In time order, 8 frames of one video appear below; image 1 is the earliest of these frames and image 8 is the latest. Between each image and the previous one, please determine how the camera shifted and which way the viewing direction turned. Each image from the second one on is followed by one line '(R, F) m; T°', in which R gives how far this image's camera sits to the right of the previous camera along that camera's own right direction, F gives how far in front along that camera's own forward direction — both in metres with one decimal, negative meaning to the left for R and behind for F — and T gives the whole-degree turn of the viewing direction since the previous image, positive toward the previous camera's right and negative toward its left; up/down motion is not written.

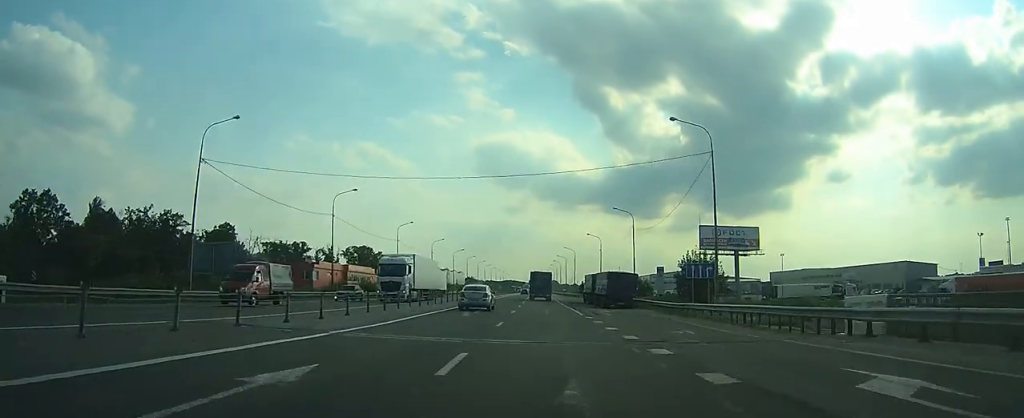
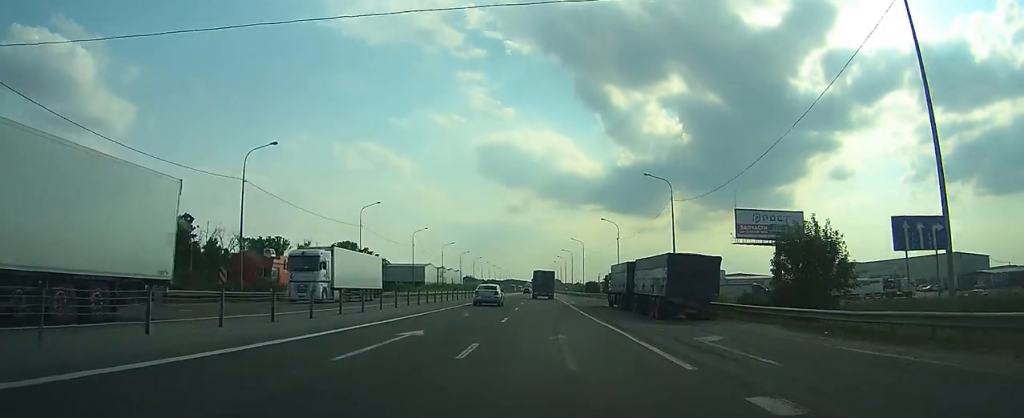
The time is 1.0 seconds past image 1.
(+0.1, +21.8) m; 0°
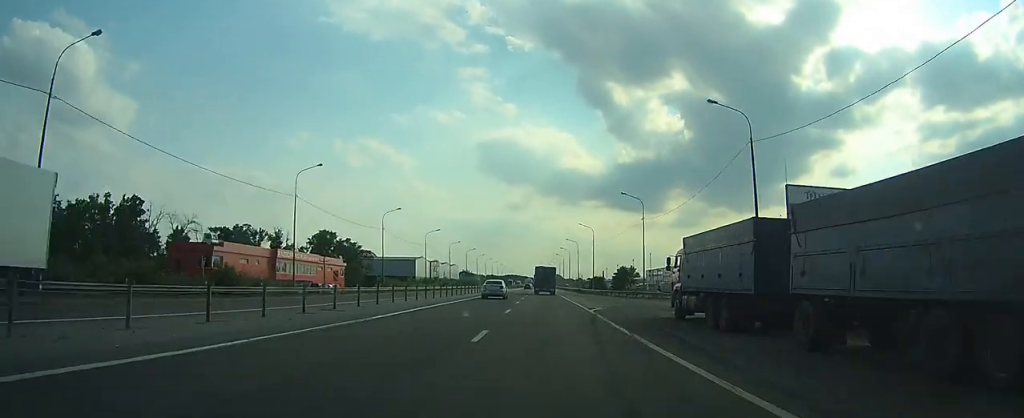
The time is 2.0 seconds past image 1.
(0.0, +21.3) m; 0°
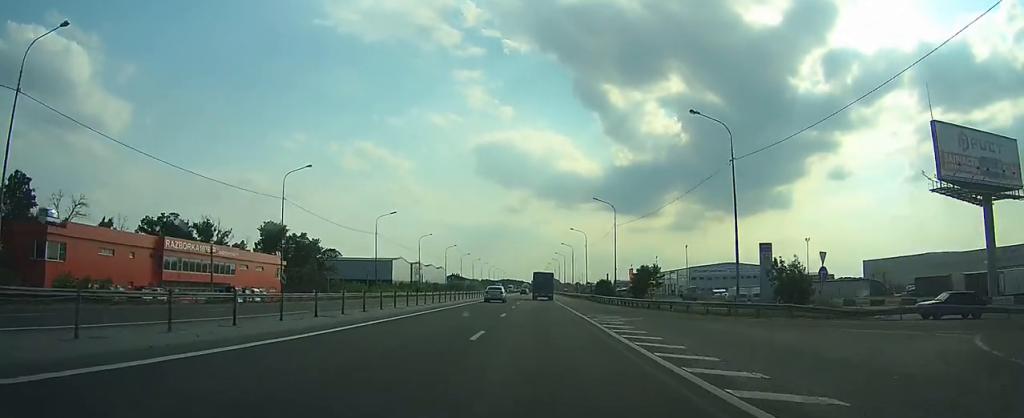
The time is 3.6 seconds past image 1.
(0.0, +33.7) m; 0°
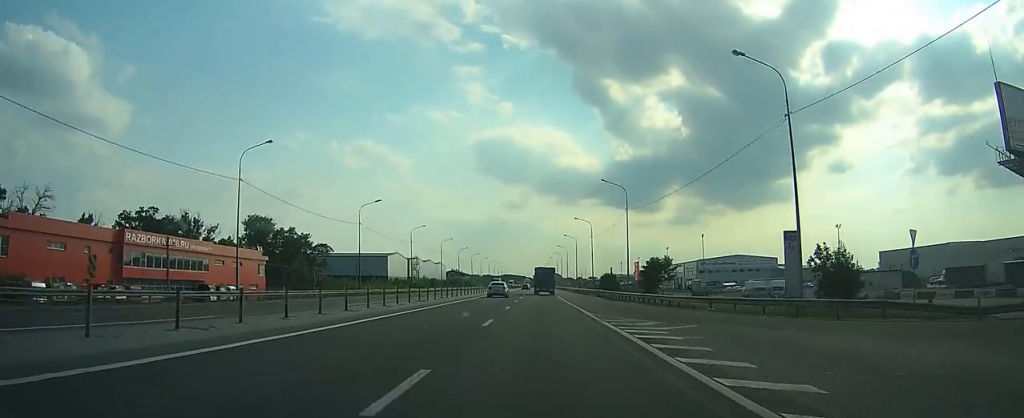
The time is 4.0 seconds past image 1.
(0.0, +8.7) m; 0°
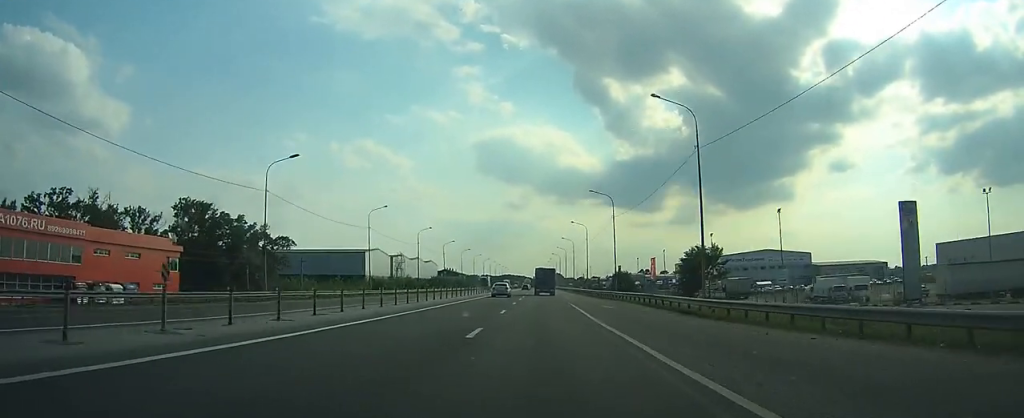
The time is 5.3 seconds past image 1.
(0.0, +27.5) m; 0°
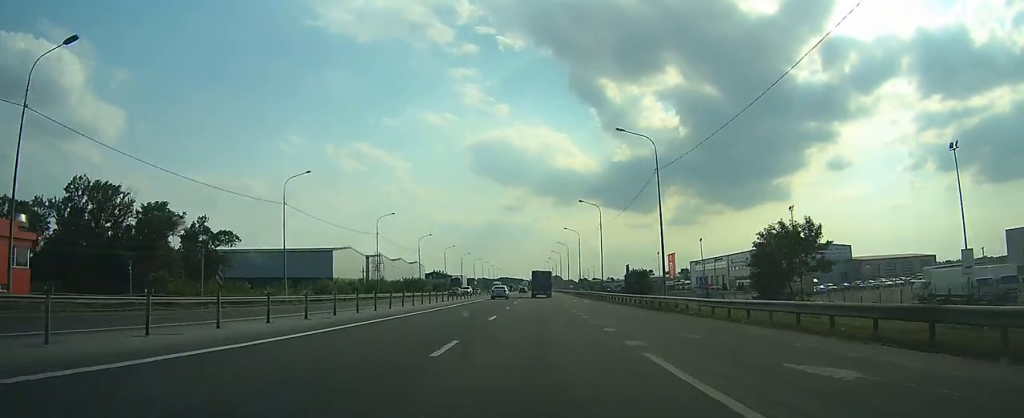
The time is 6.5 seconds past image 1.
(0.0, +27.5) m; 0°
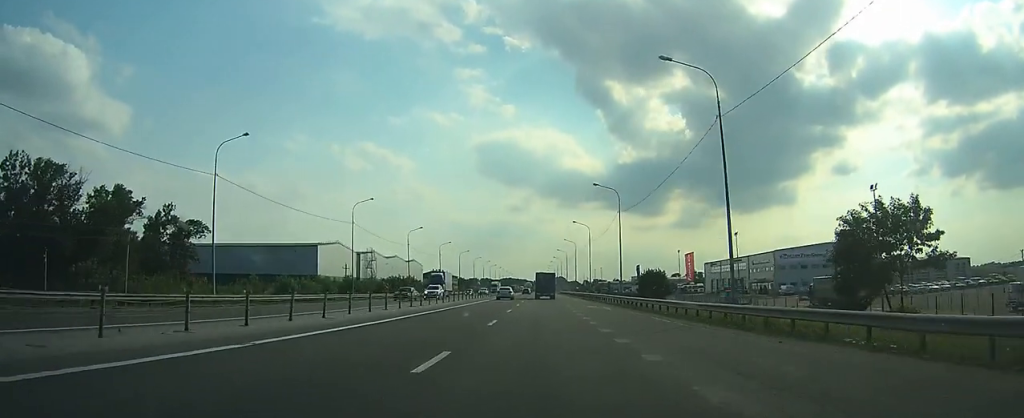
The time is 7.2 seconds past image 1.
(0.0, +13.7) m; 0°
